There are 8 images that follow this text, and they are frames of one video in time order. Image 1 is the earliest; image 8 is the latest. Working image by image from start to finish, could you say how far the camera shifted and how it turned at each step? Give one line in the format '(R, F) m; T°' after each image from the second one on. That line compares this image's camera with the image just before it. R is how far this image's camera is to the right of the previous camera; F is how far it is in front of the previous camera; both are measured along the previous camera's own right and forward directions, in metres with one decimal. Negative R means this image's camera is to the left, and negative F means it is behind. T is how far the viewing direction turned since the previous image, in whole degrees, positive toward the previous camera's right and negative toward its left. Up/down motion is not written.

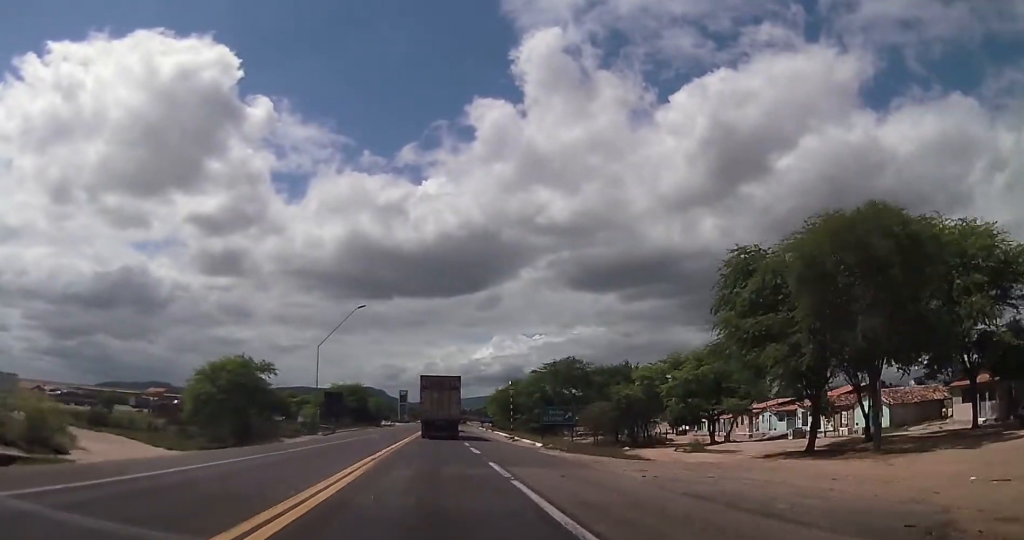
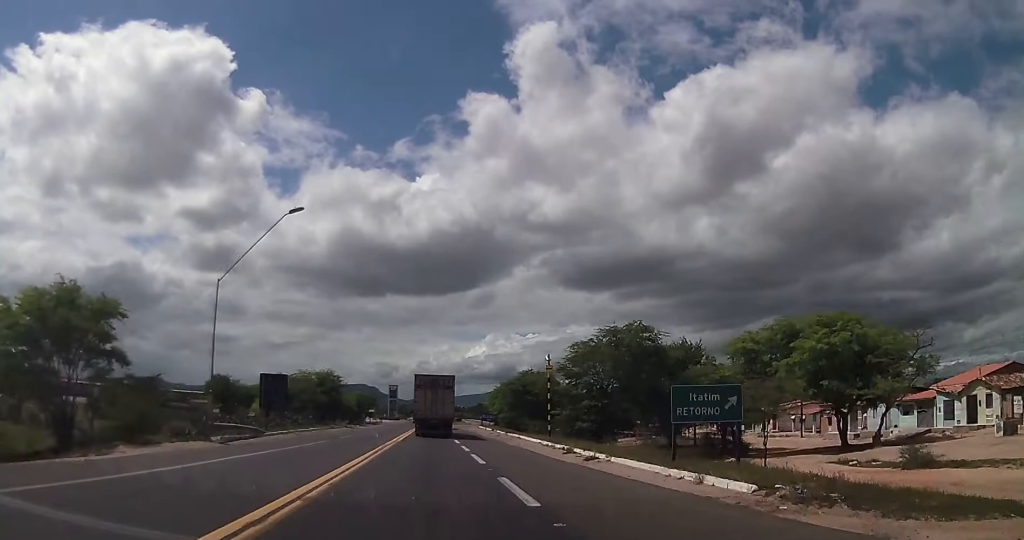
(-0.4, +25.1) m; 0°
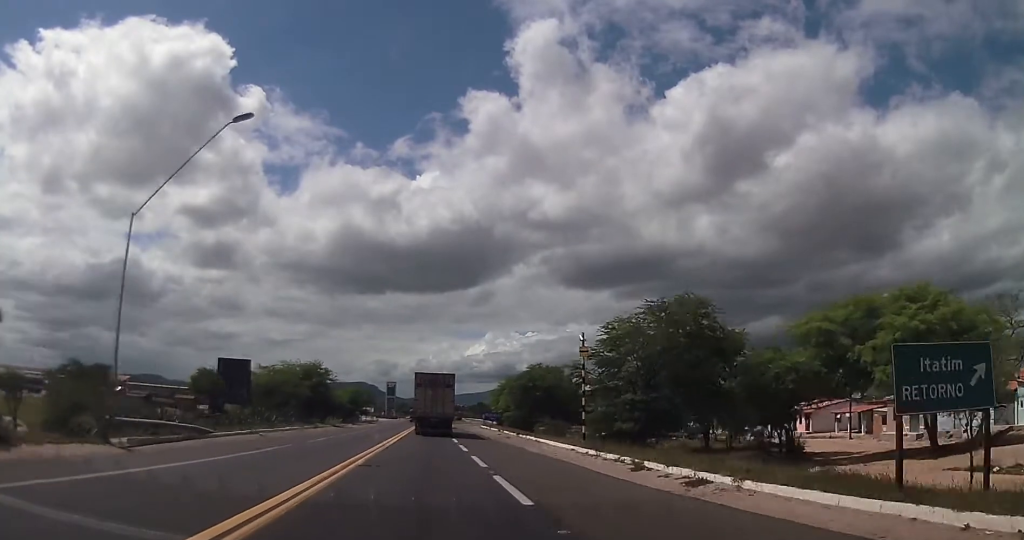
(+0.1, +10.4) m; +1°
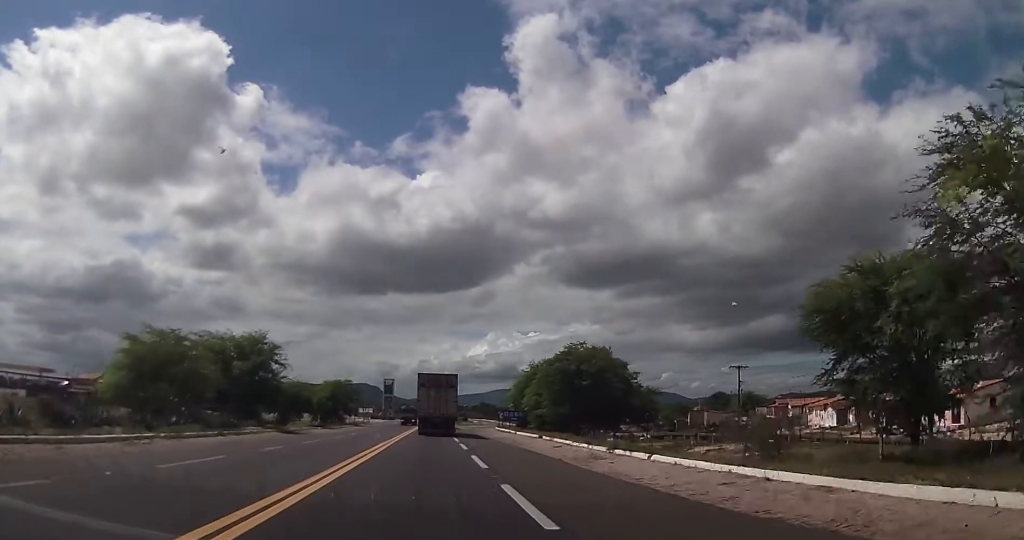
(+0.6, +33.2) m; 0°
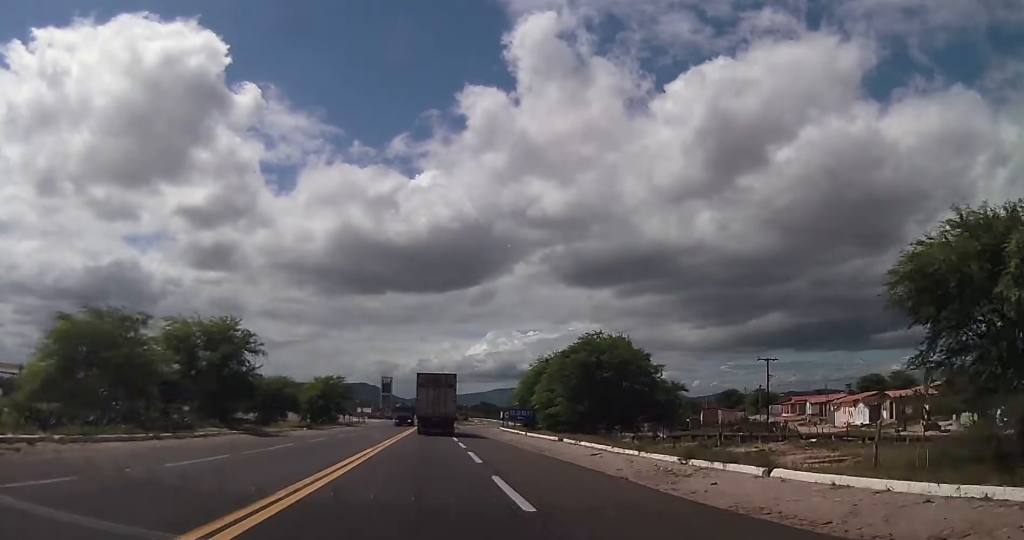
(-0.2, +9.1) m; -1°
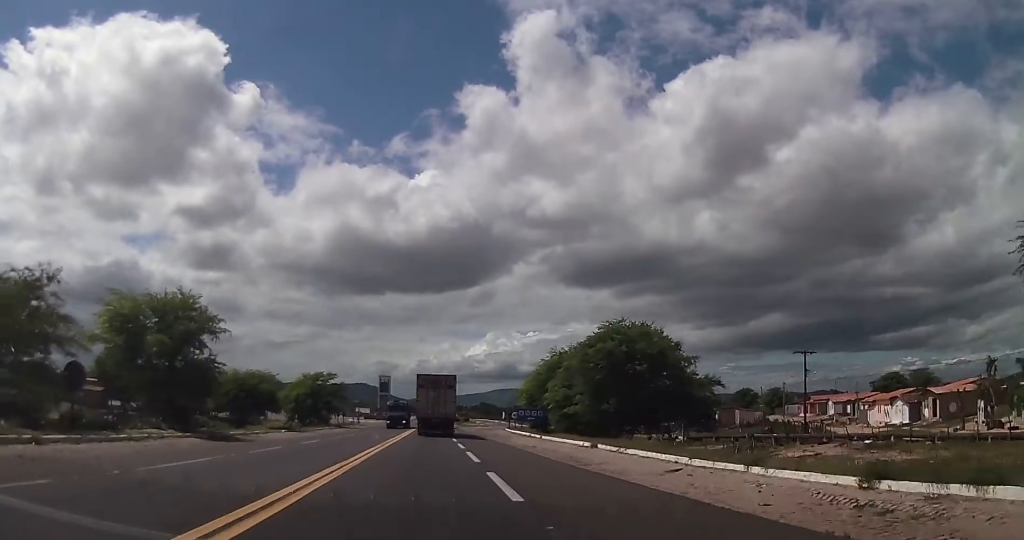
(-0.1, +9.6) m; 0°
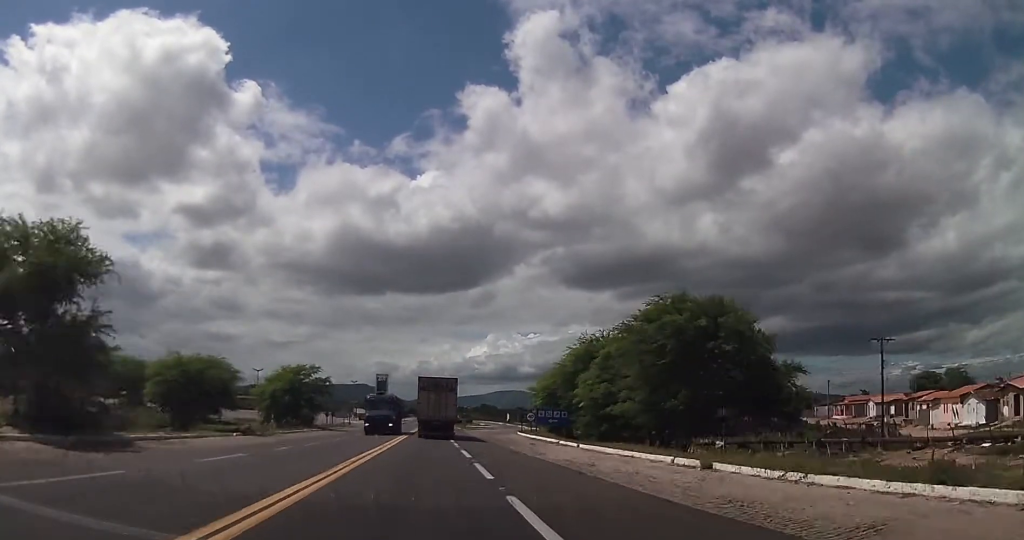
(0.0, +14.4) m; 0°
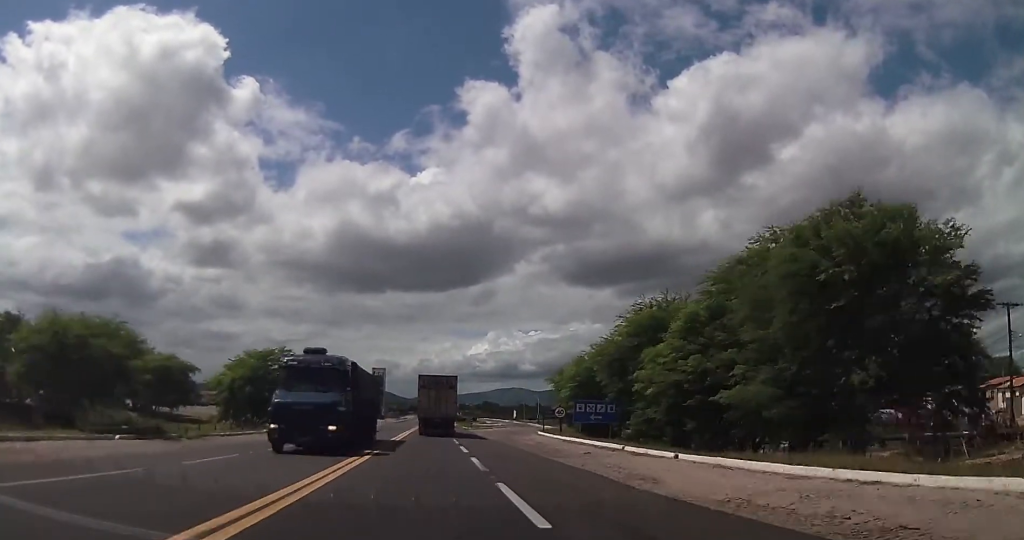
(+0.1, +17.0) m; +1°
